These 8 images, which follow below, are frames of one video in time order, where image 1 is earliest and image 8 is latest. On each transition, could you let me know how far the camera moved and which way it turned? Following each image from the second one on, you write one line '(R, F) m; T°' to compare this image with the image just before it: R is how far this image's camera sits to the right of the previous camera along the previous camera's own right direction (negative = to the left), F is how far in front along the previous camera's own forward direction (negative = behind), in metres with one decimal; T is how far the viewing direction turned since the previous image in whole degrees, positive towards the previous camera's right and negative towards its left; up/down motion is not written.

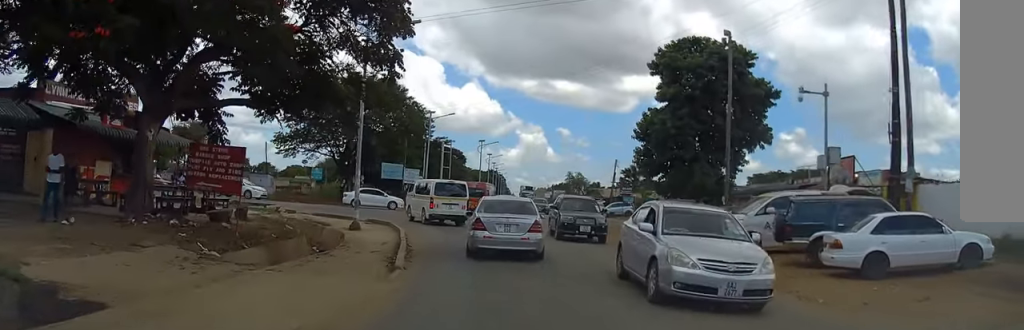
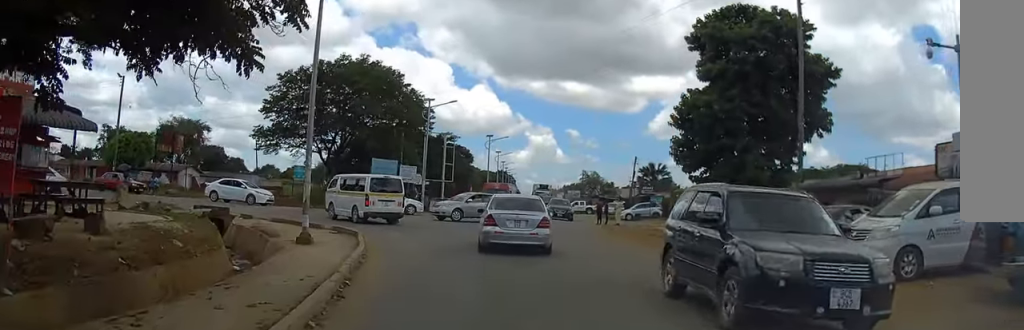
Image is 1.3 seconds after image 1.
(0.0, +7.9) m; 0°
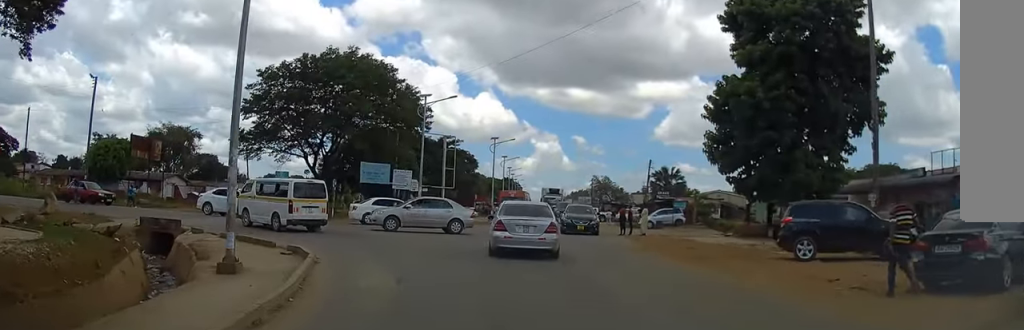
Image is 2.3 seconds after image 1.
(0.0, +5.7) m; -1°
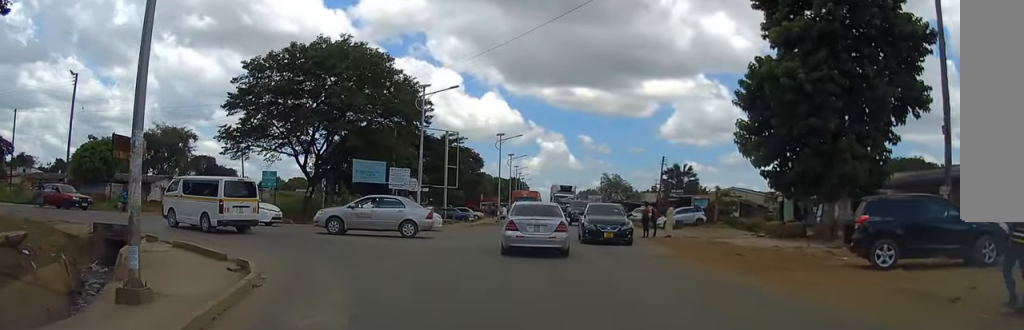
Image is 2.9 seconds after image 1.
(-0.1, +3.9) m; 0°
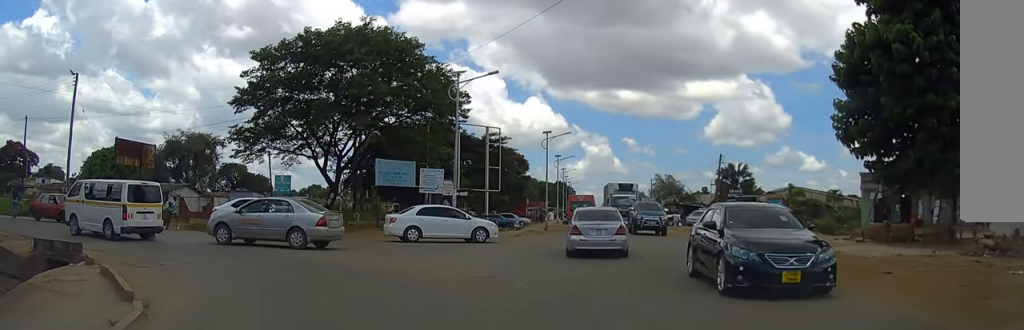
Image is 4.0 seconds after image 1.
(+0.1, +5.8) m; -3°
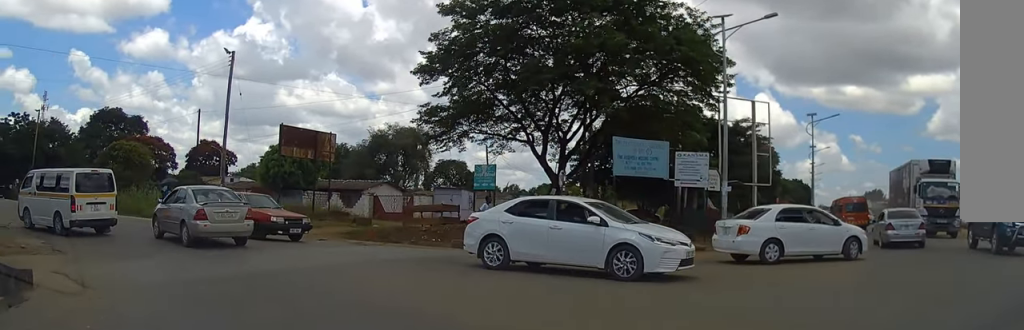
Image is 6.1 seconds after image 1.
(-1.7, +9.8) m; -22°
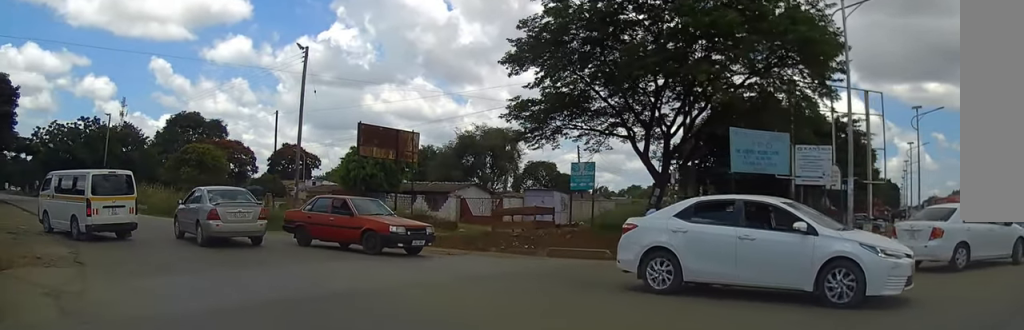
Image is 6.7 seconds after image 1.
(-0.3, +2.7) m; -8°
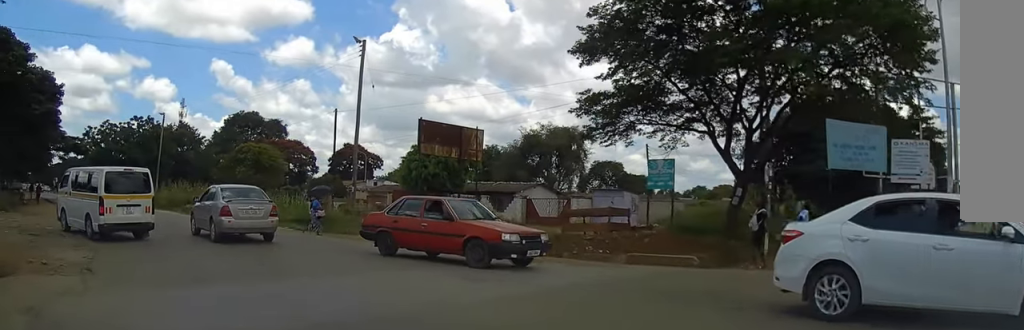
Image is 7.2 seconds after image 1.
(0.0, +2.0) m; -6°
